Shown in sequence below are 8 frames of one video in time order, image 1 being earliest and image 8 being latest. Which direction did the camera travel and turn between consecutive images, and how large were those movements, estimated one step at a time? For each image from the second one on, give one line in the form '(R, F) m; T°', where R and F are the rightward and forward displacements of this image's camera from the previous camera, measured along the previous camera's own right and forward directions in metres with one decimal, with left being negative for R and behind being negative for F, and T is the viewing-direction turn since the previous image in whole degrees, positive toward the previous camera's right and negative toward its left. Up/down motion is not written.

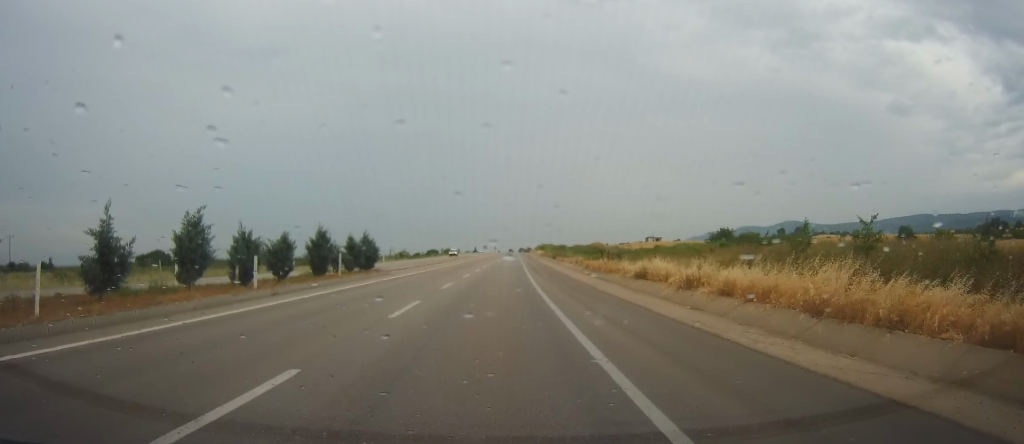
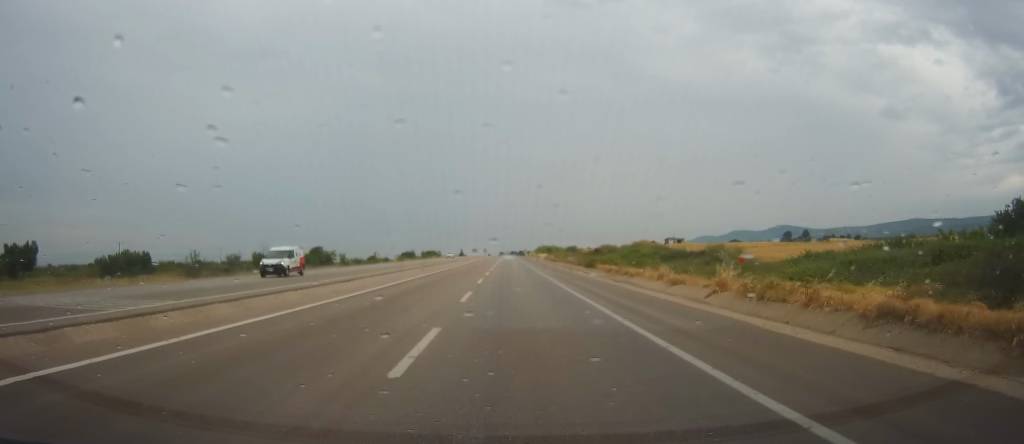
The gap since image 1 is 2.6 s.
(+0.3, +53.6) m; +1°
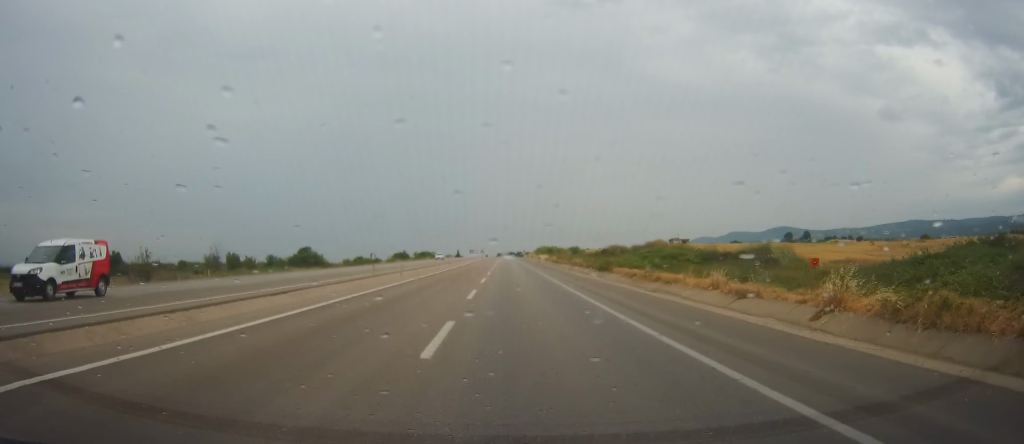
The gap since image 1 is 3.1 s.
(+0.2, +10.0) m; +1°
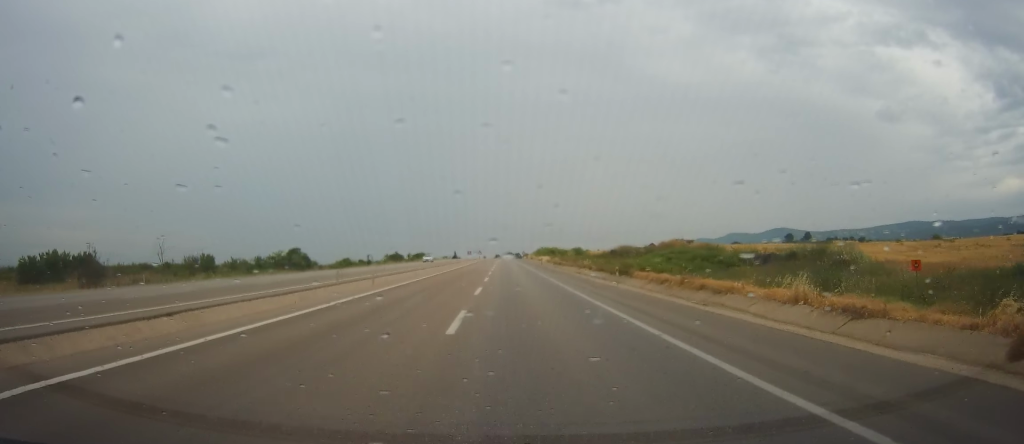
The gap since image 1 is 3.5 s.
(0.0, +8.8) m; 0°
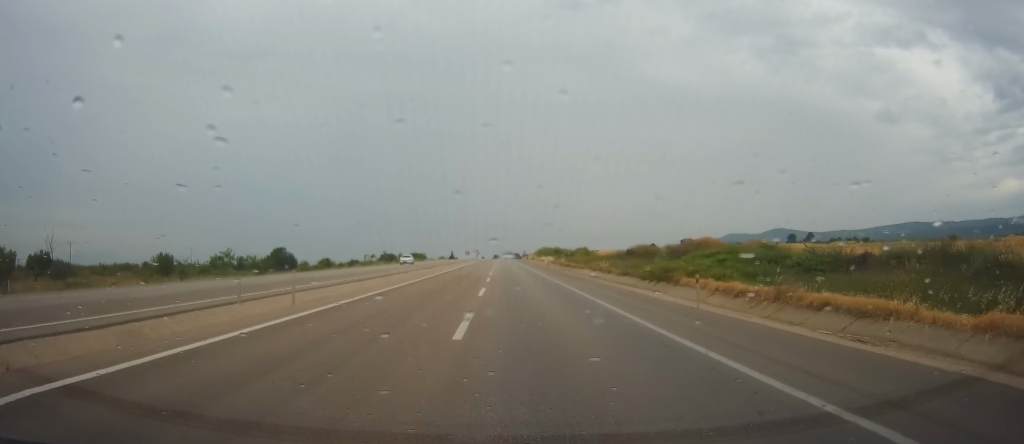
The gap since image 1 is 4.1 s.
(0.0, +12.0) m; 0°
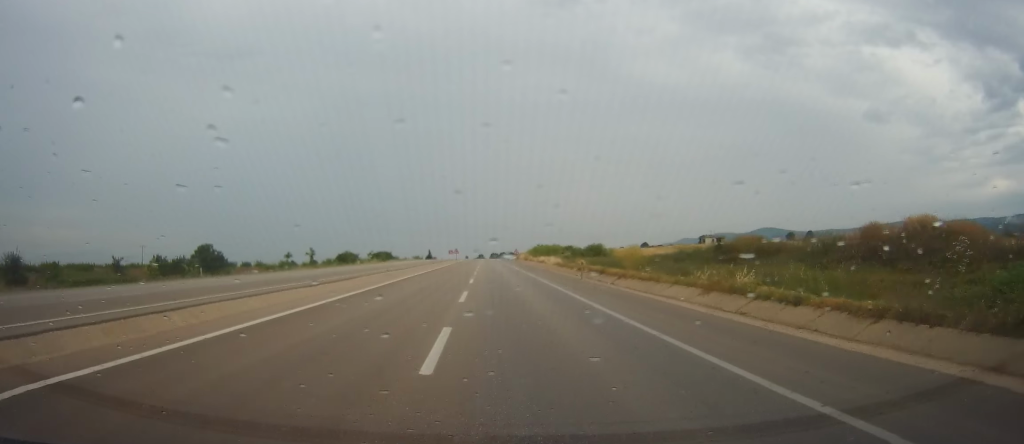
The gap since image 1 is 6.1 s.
(0.0, +38.4) m; +1°
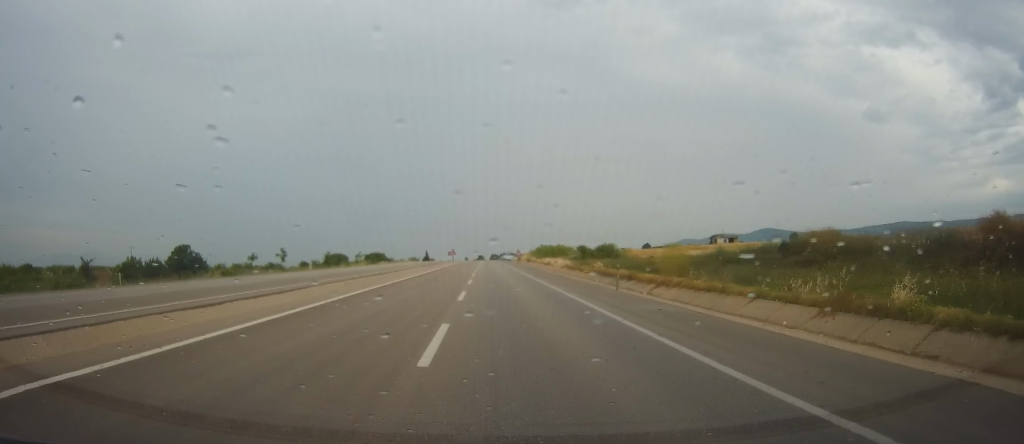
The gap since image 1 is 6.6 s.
(+0.1, +10.4) m; 0°
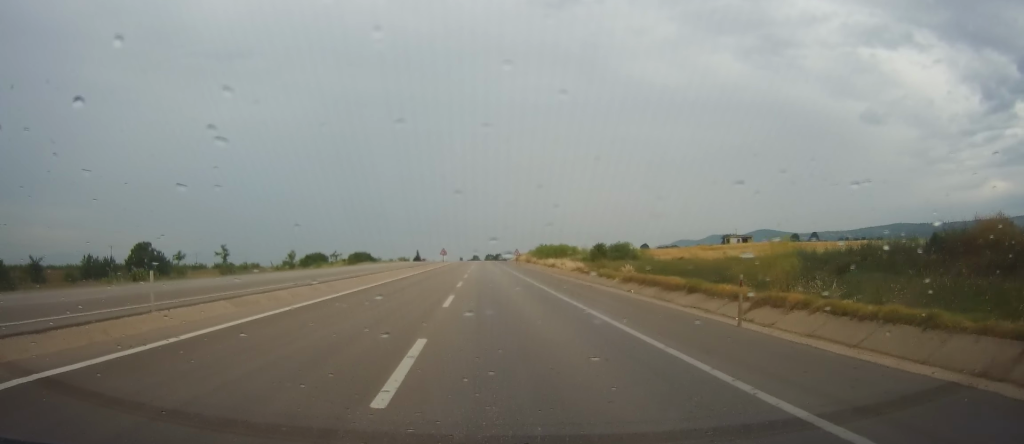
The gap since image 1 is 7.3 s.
(+0.4, +14.0) m; 0°
